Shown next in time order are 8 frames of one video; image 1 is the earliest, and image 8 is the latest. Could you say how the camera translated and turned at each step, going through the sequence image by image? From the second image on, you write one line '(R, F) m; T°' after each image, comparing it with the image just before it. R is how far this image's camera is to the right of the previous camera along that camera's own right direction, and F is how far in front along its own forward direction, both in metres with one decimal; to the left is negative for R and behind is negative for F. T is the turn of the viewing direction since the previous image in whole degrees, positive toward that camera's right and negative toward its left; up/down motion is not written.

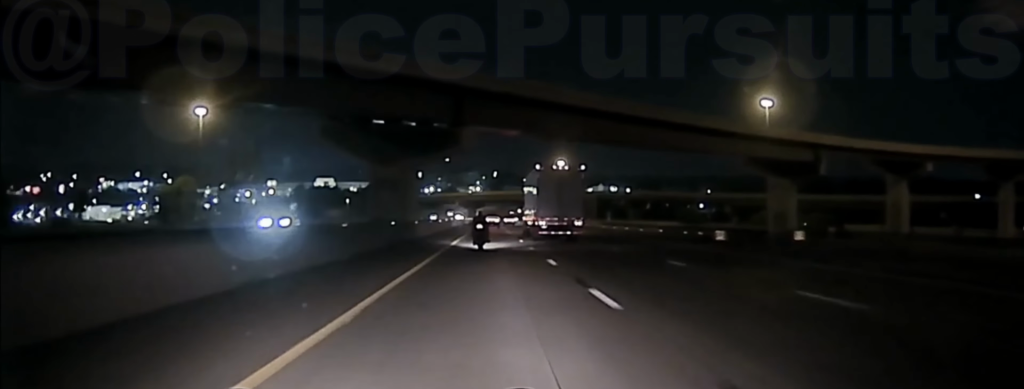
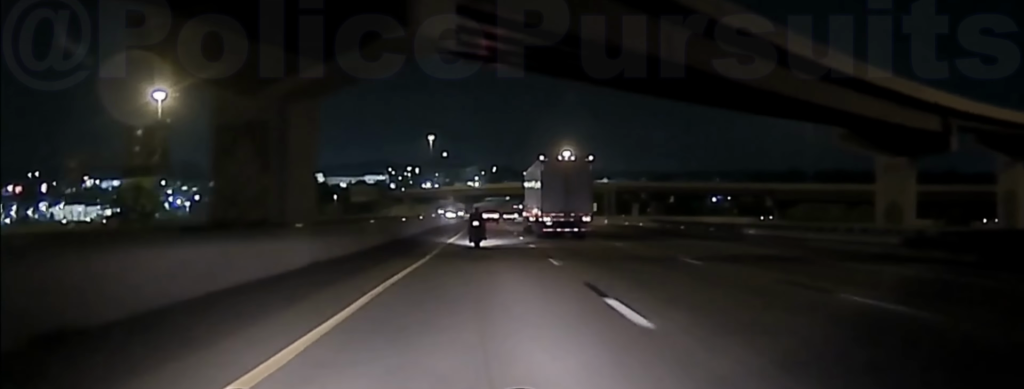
(+0.4, +38.1) m; 0°
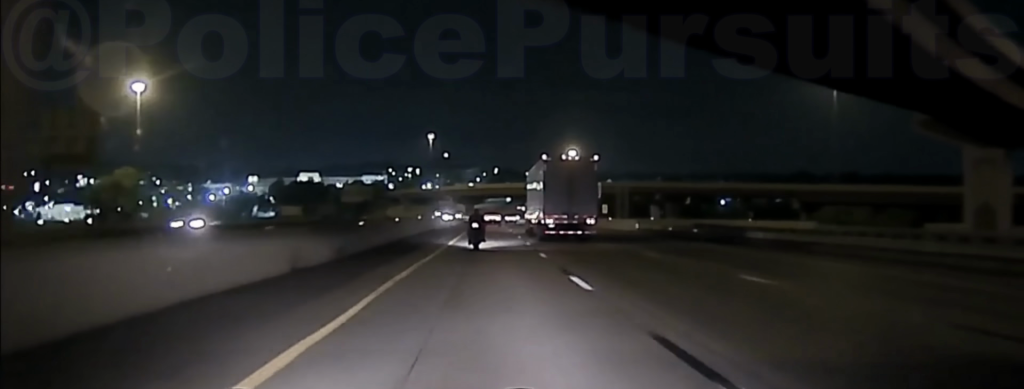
(-0.3, +20.0) m; 0°
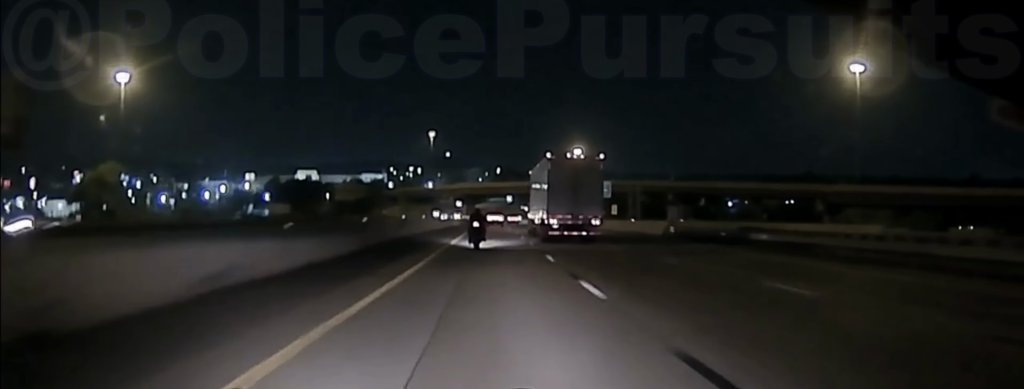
(-0.1, +13.6) m; 0°
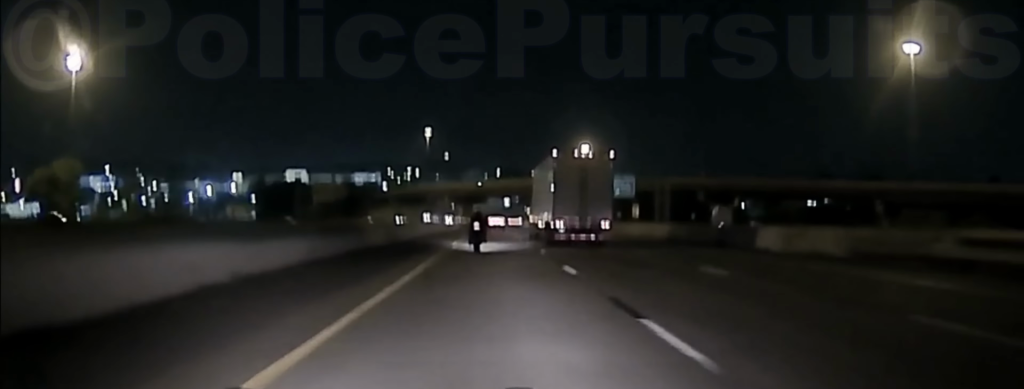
(+0.4, +30.2) m; 0°
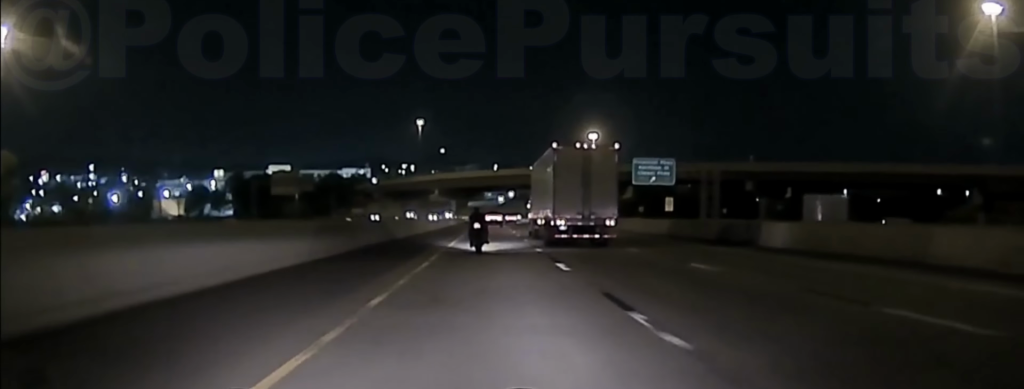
(-0.4, +35.0) m; 0°
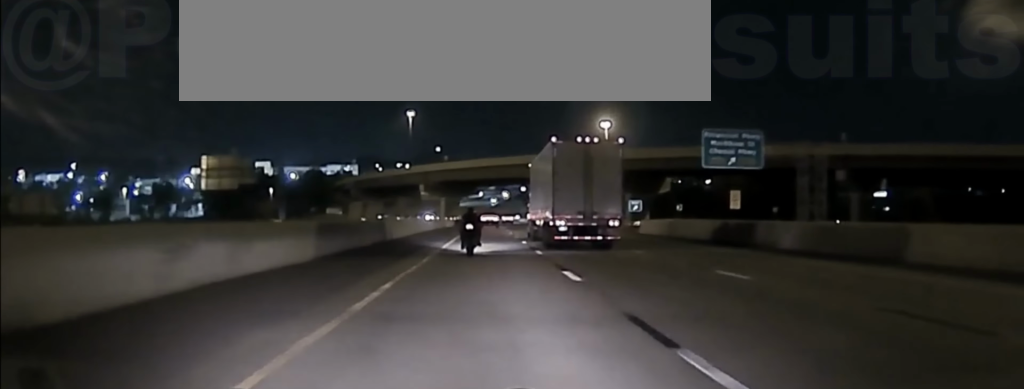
(+0.5, +38.5) m; 0°
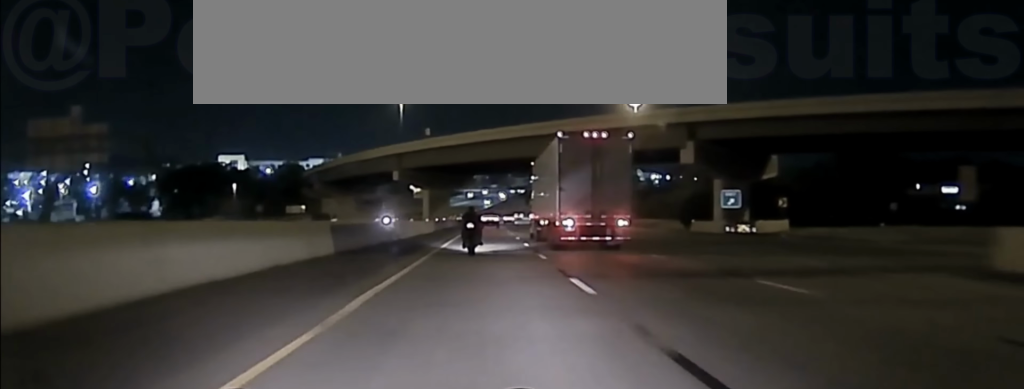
(-0.5, +52.5) m; -1°
